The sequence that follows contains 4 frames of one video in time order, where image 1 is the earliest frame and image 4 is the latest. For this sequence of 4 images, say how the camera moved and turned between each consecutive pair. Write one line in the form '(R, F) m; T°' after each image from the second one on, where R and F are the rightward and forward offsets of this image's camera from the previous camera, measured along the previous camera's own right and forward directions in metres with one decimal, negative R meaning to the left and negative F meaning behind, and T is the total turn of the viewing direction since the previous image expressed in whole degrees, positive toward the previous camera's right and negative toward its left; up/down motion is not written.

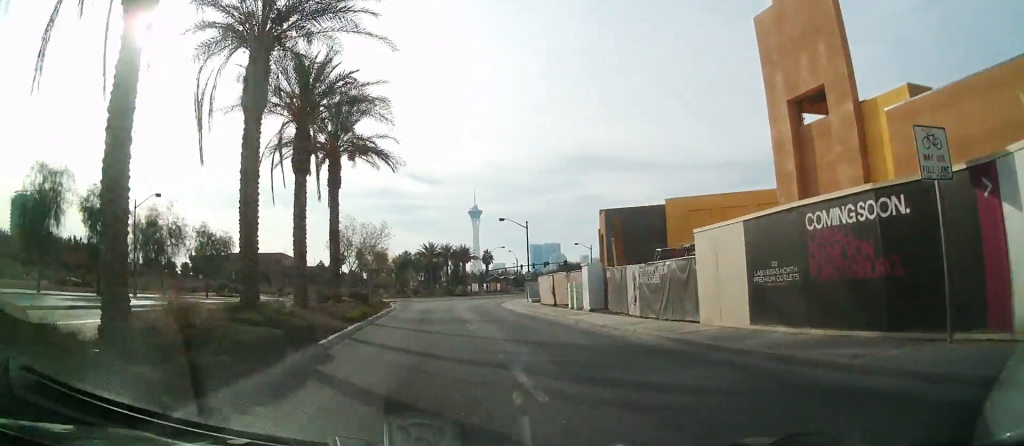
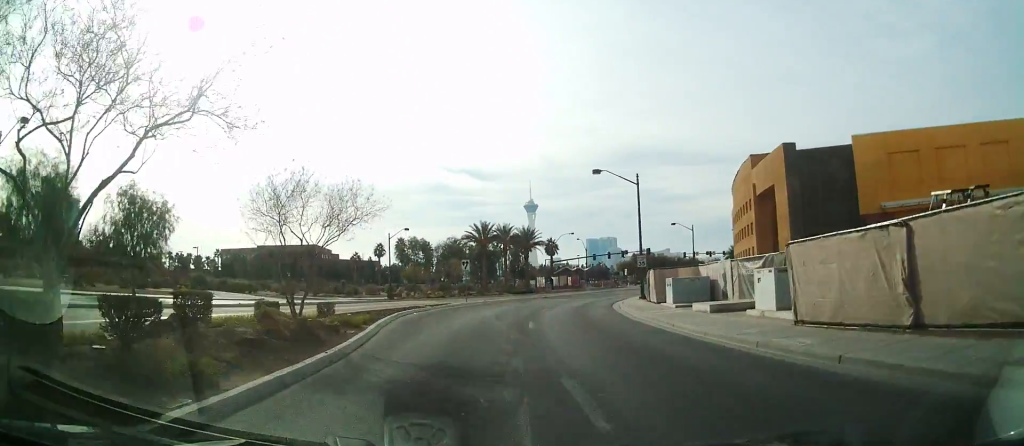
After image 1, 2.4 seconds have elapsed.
(-6.0, +25.5) m; -18°
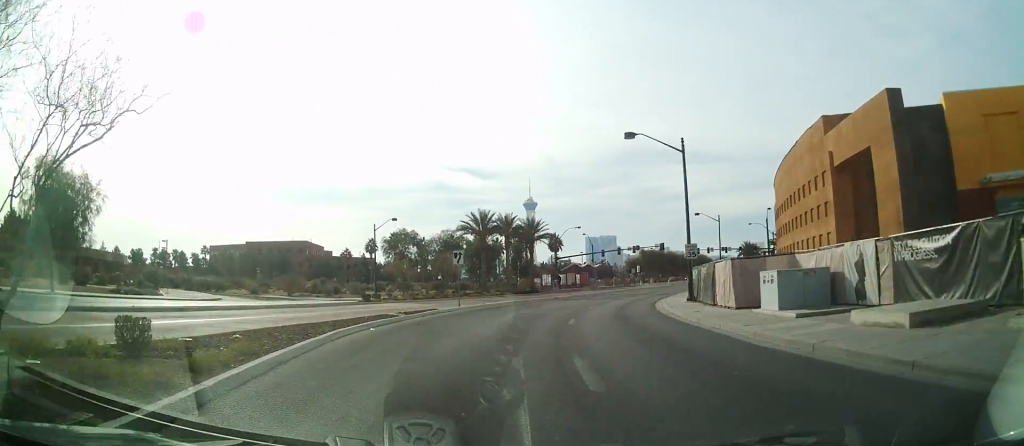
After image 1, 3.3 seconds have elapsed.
(-0.8, +10.7) m; 0°
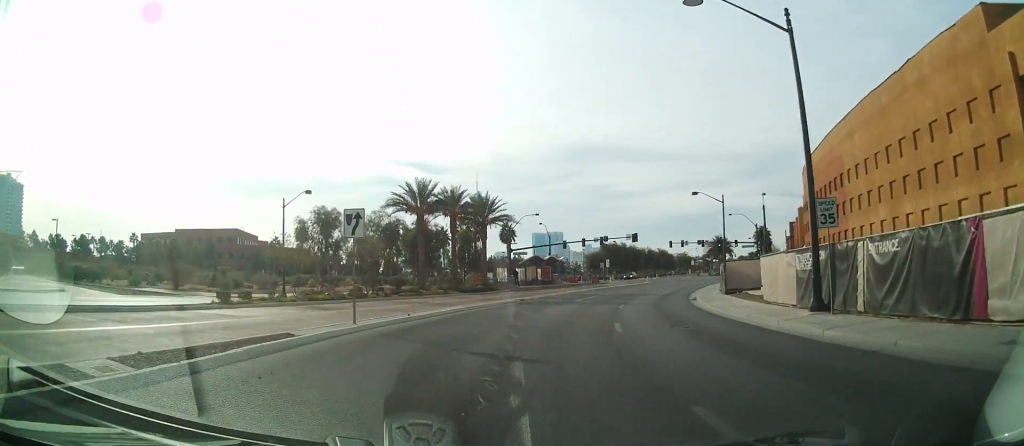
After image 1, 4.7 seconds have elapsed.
(+1.2, +17.4) m; +6°
